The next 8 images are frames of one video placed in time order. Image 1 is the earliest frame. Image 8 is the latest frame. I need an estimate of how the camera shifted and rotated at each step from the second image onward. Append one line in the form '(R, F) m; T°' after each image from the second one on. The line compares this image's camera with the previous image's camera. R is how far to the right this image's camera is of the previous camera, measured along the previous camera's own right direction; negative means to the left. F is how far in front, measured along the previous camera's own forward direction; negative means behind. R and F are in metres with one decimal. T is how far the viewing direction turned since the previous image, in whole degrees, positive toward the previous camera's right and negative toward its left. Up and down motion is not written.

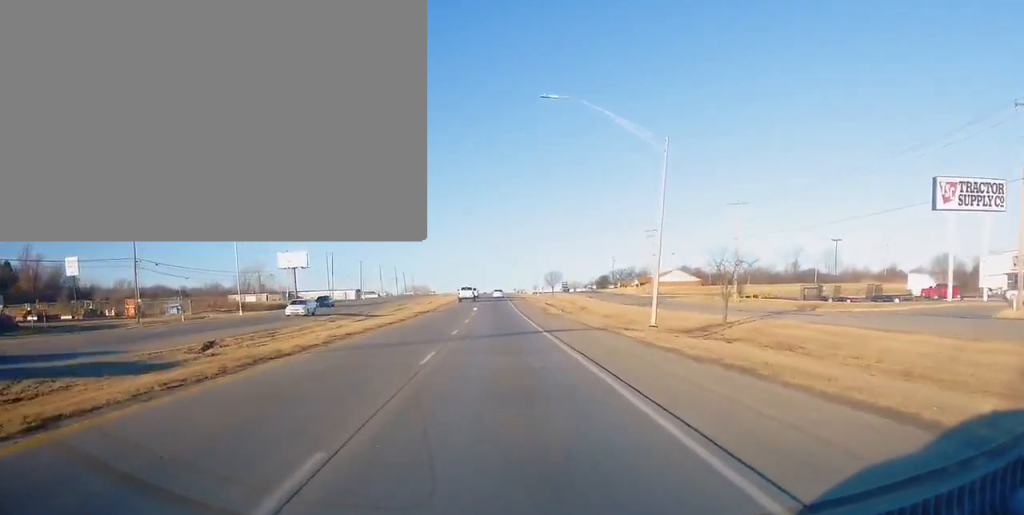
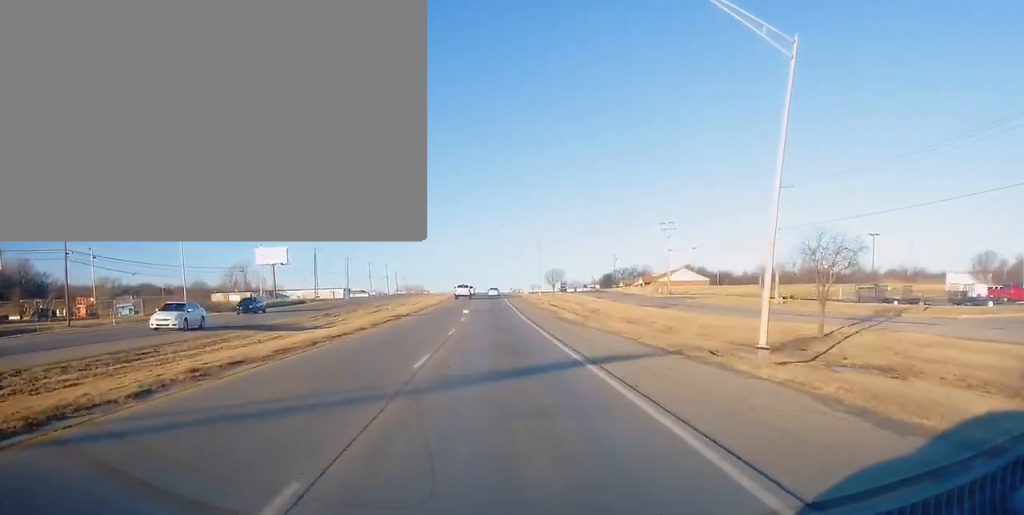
(-0.3, +14.9) m; 0°
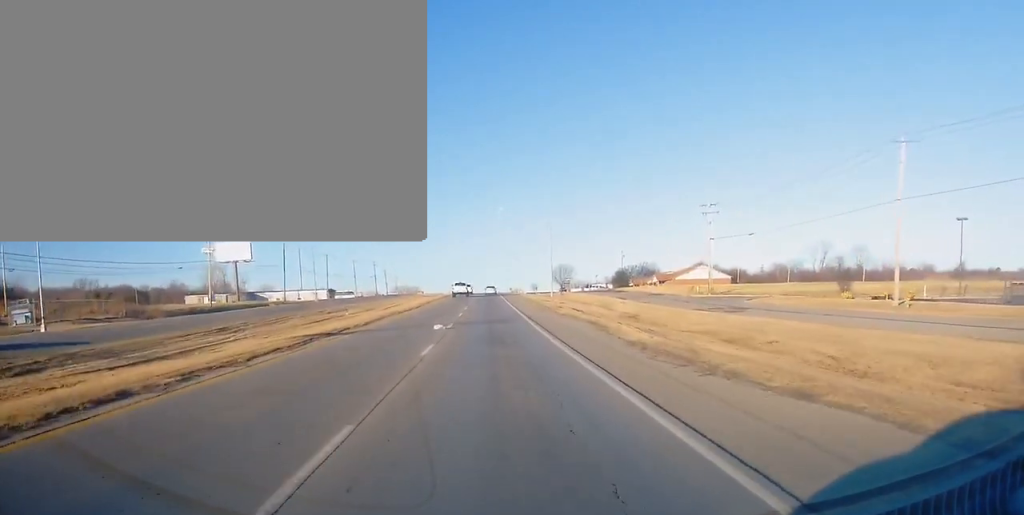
(+0.9, +24.8) m; +2°
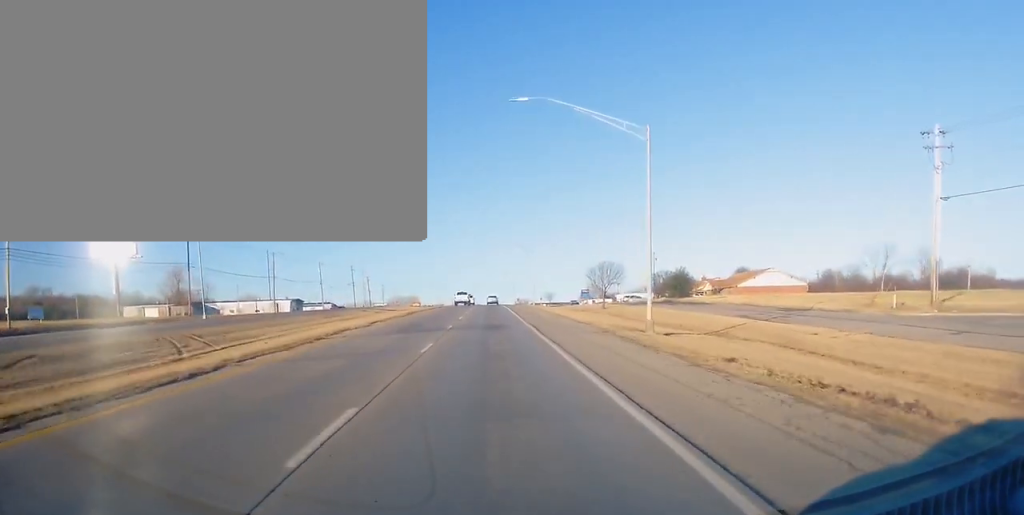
(-0.9, +52.3) m; -2°
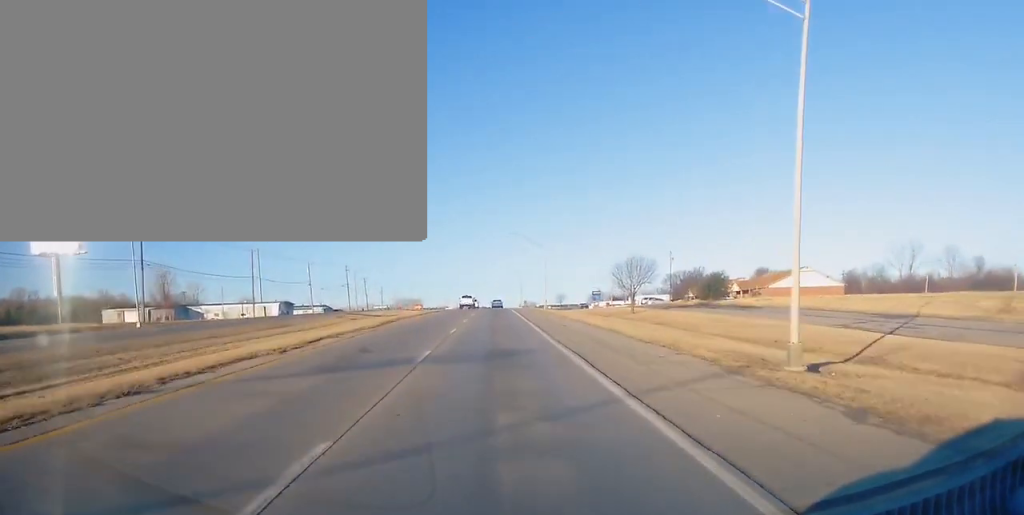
(0.0, +16.2) m; 0°
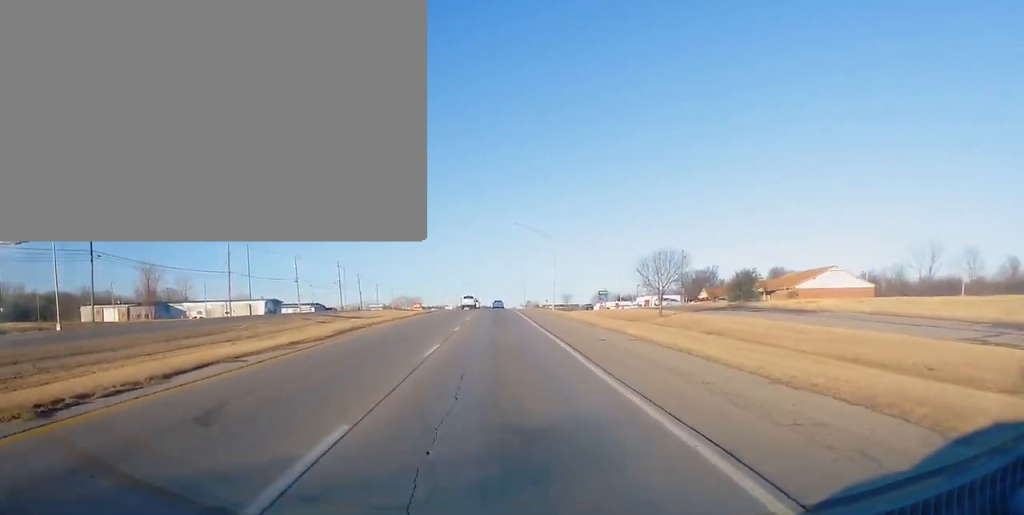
(0.0, +12.6) m; 0°
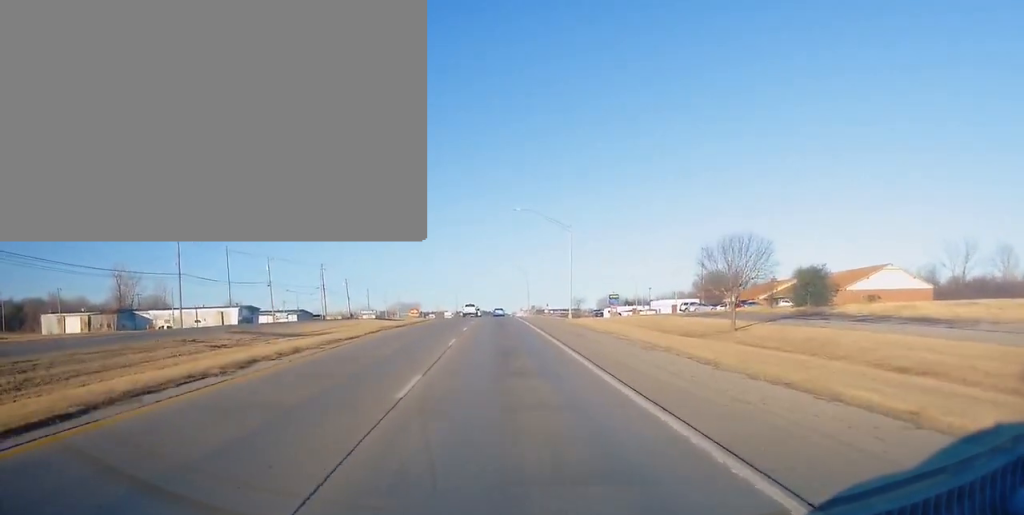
(0.0, +20.3) m; 0°
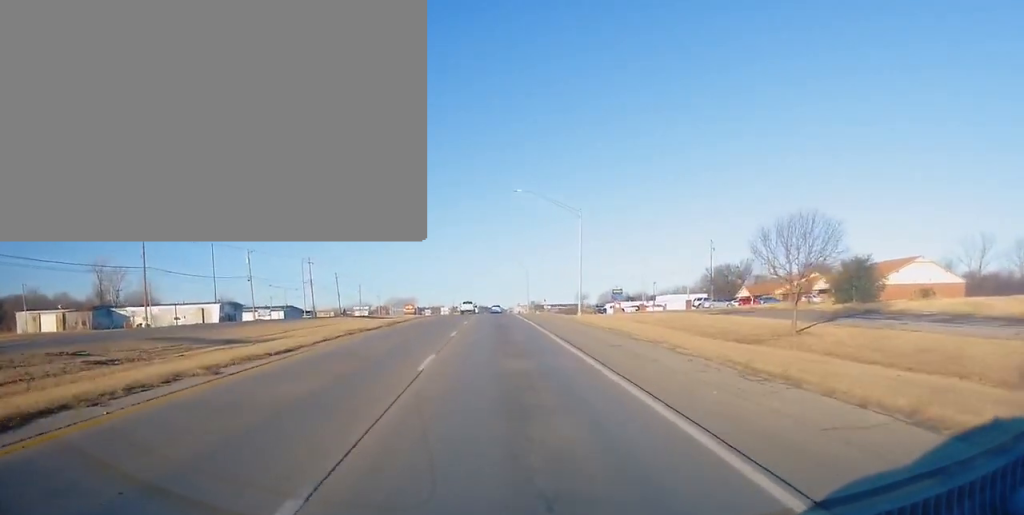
(0.0, +10.1) m; 0°
